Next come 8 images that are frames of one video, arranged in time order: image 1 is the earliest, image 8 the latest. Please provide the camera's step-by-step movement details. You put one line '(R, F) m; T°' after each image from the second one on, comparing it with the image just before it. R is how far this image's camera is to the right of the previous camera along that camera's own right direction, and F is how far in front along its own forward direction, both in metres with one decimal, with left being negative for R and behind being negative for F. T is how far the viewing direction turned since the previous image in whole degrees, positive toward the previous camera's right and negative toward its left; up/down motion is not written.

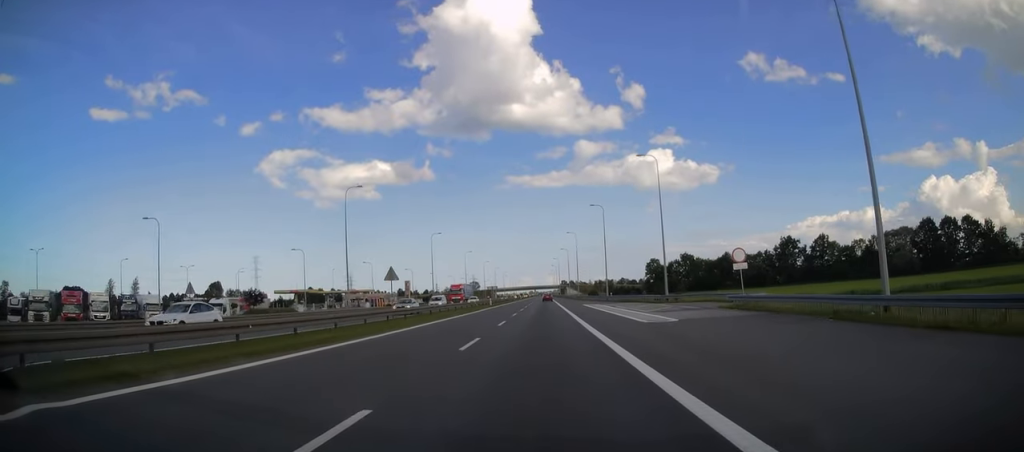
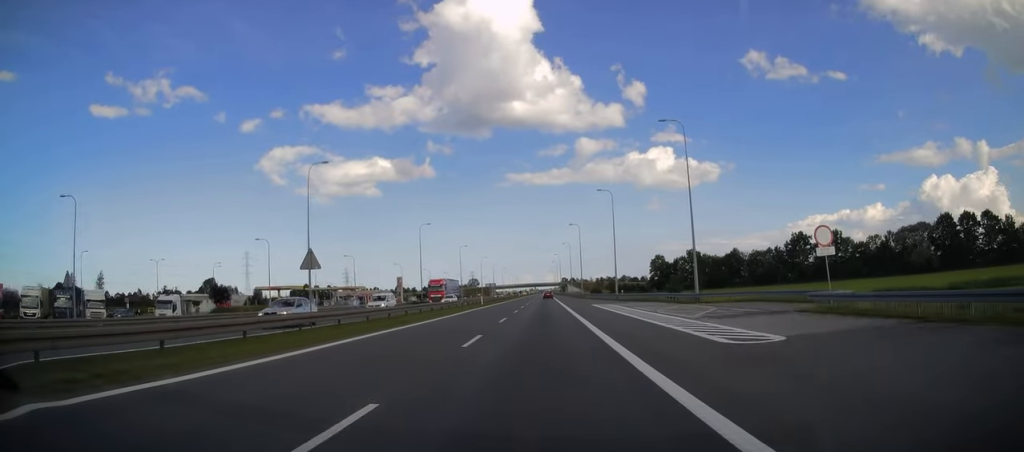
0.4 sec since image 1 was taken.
(0.0, +11.6) m; 0°
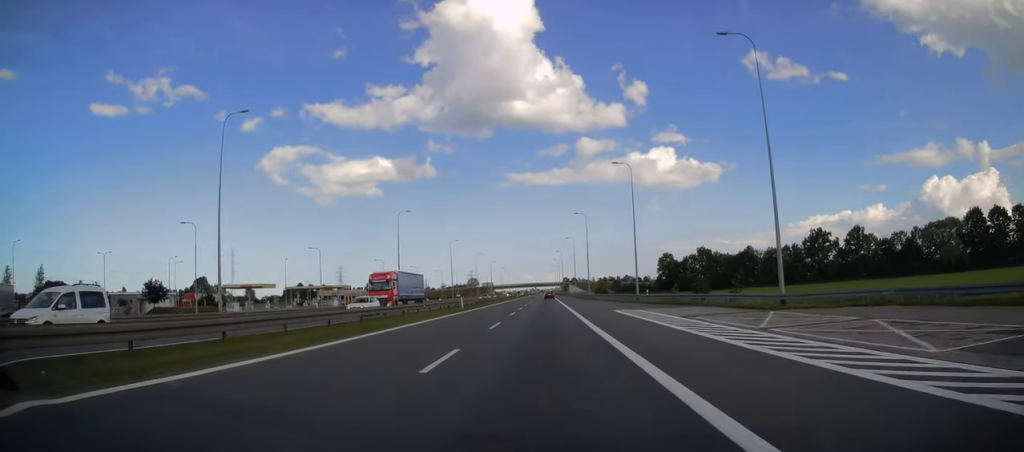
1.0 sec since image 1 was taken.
(0.0, +17.1) m; 0°
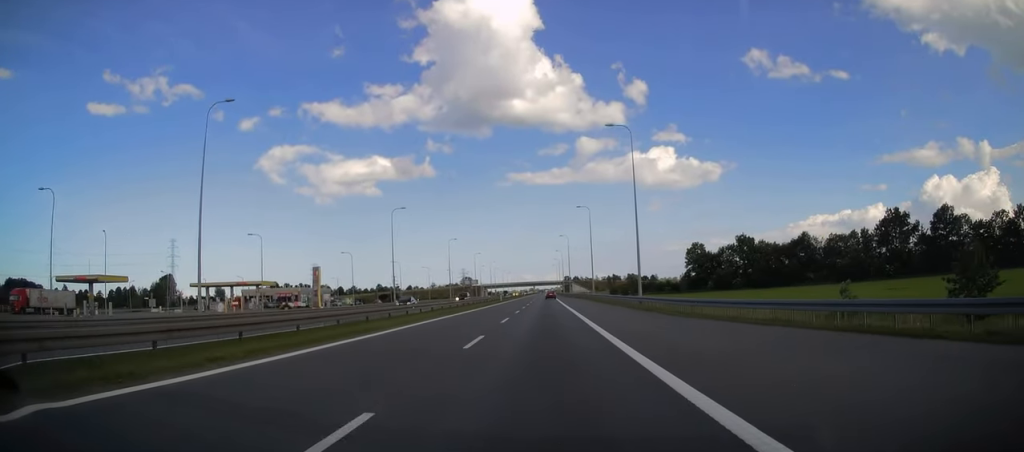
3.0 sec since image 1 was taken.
(0.0, +55.1) m; 0°
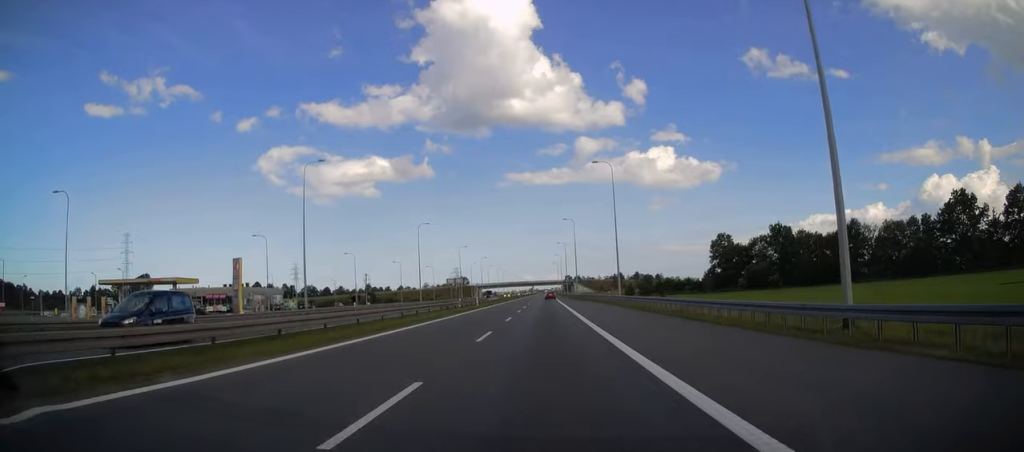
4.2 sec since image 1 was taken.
(0.0, +33.3) m; 0°
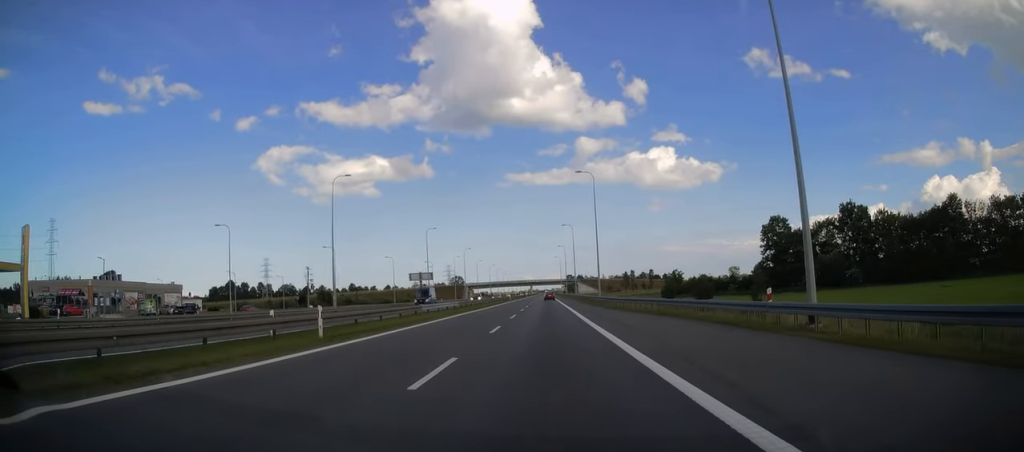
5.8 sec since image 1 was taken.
(-0.1, +44.4) m; 0°
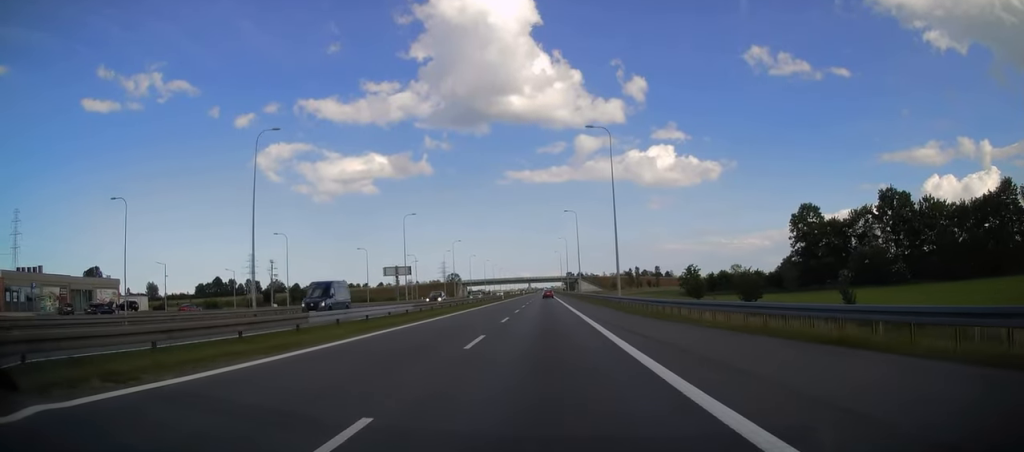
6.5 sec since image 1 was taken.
(0.0, +18.0) m; 0°
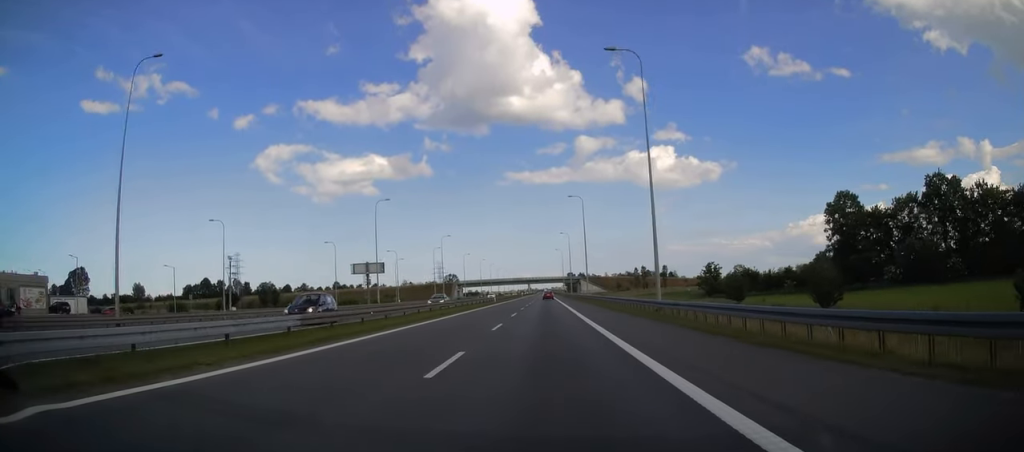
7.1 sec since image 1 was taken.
(0.0, +16.6) m; 0°
